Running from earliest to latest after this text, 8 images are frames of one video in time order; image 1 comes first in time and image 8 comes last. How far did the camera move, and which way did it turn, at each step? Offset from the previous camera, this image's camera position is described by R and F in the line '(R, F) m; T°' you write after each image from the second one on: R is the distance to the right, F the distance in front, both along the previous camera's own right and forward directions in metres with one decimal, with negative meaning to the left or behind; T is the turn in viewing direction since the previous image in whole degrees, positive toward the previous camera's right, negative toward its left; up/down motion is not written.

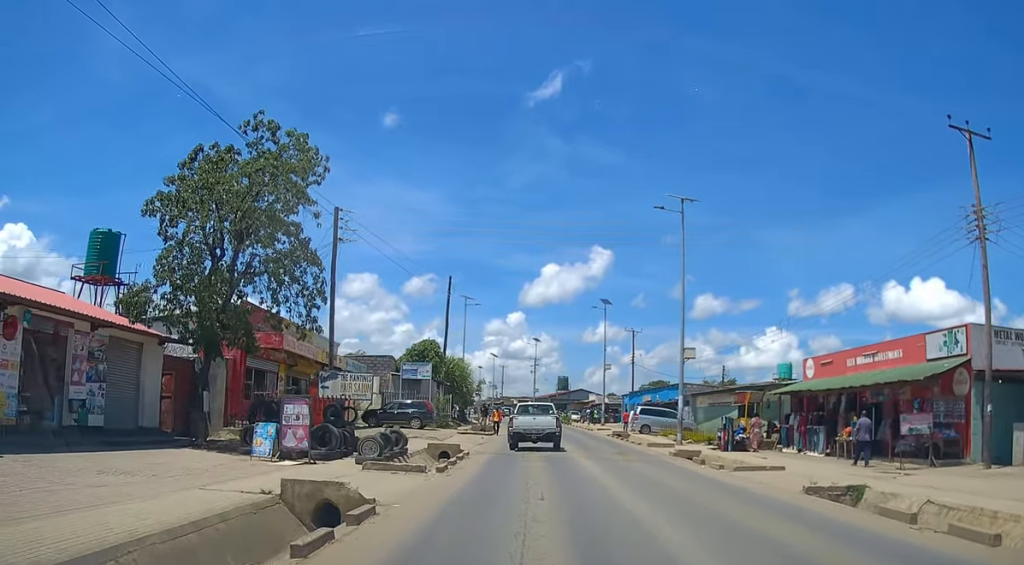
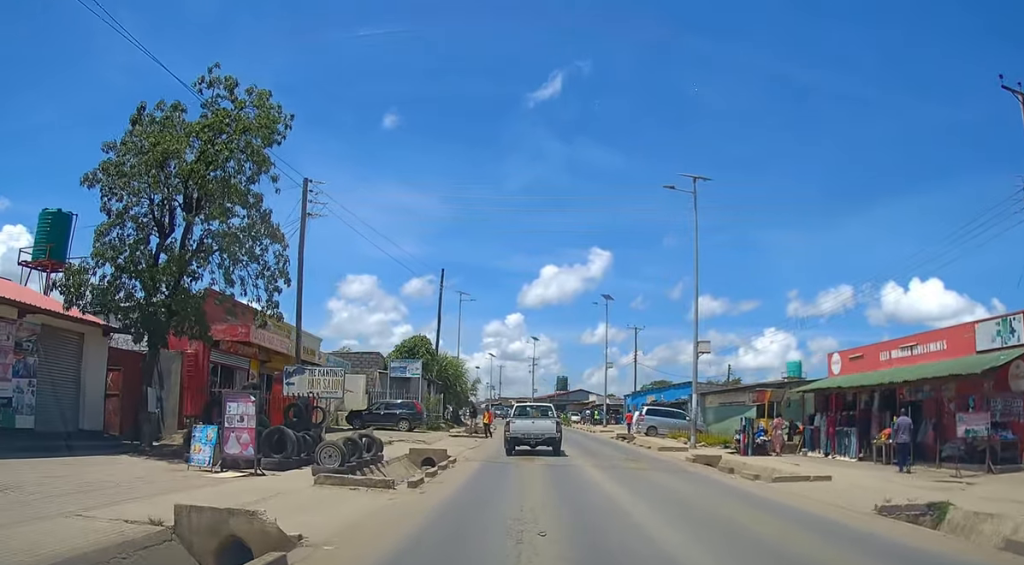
(0.0, +3.3) m; 0°
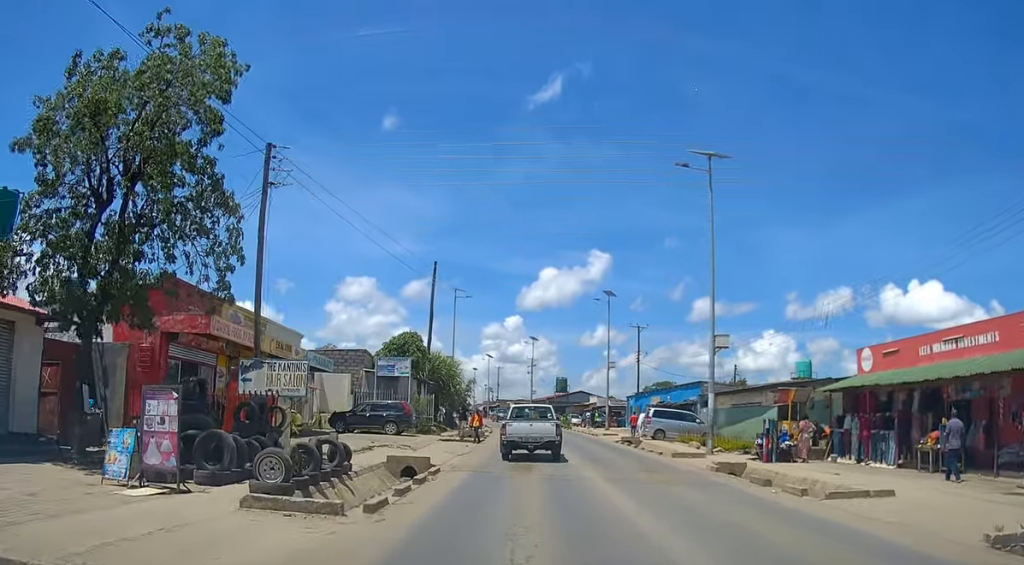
(0.0, +3.3) m; 0°
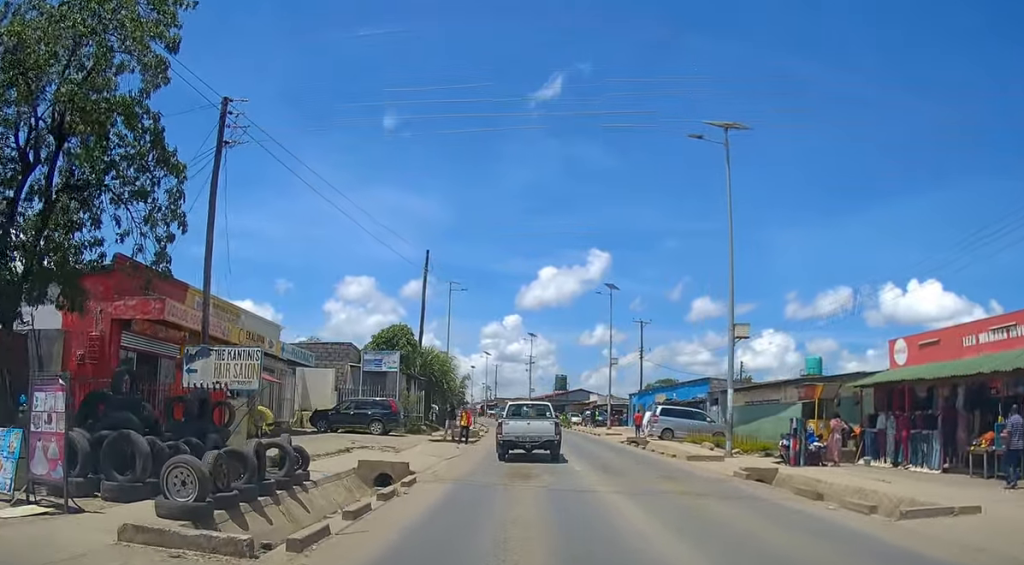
(0.0, +2.9) m; +1°
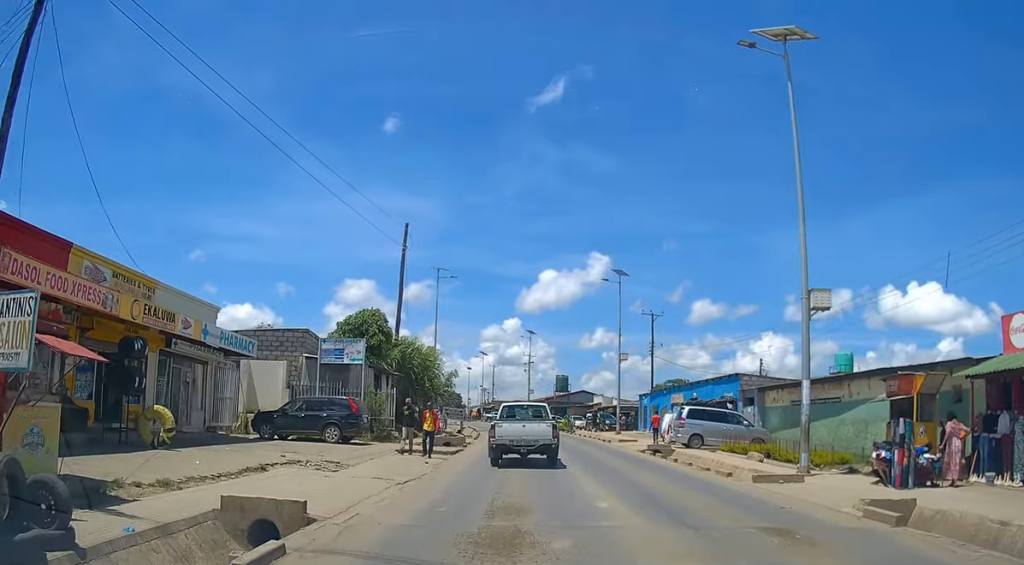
(+0.1, +6.9) m; +2°
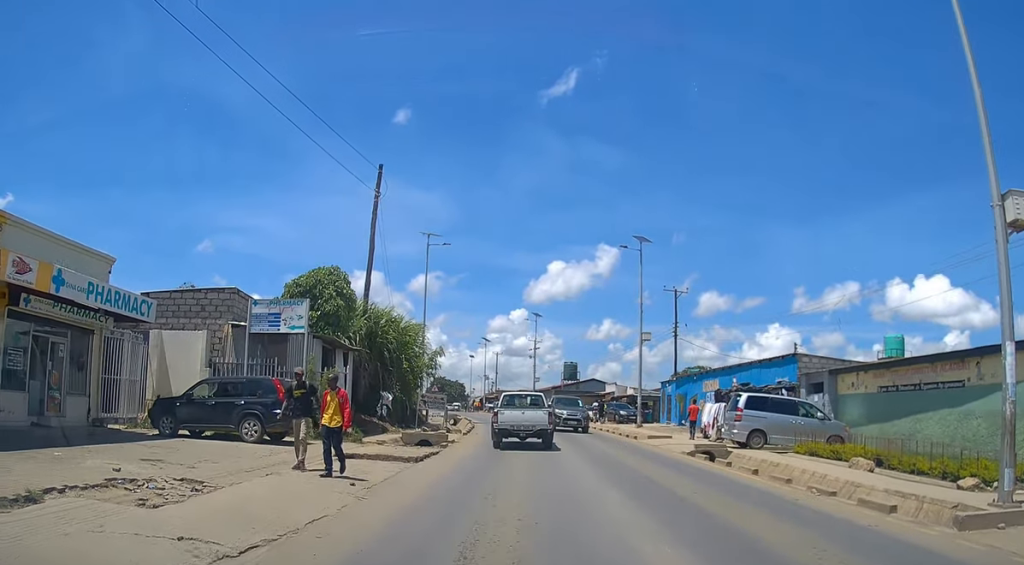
(0.0, +7.9) m; -3°
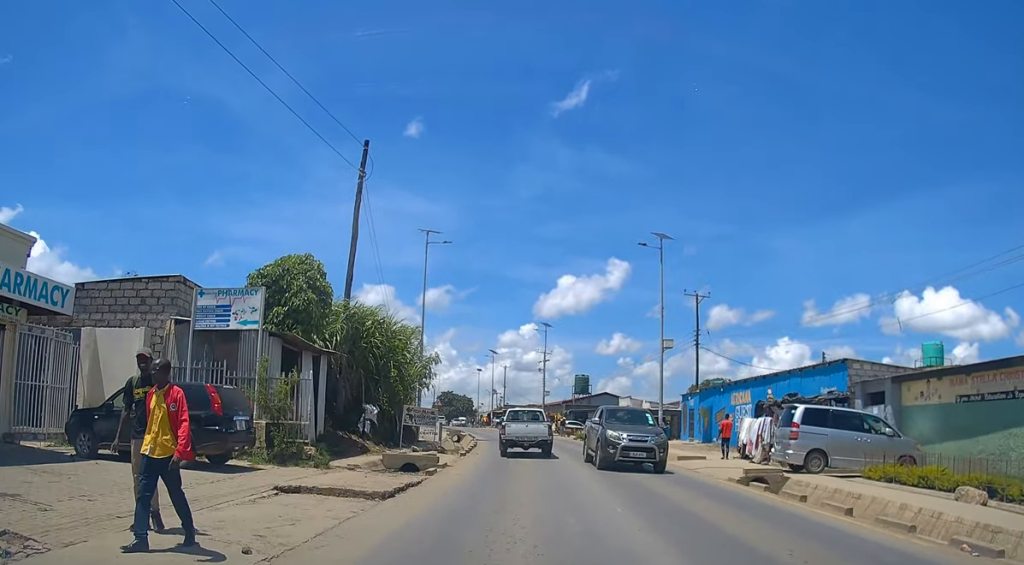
(-0.1, +4.4) m; 0°
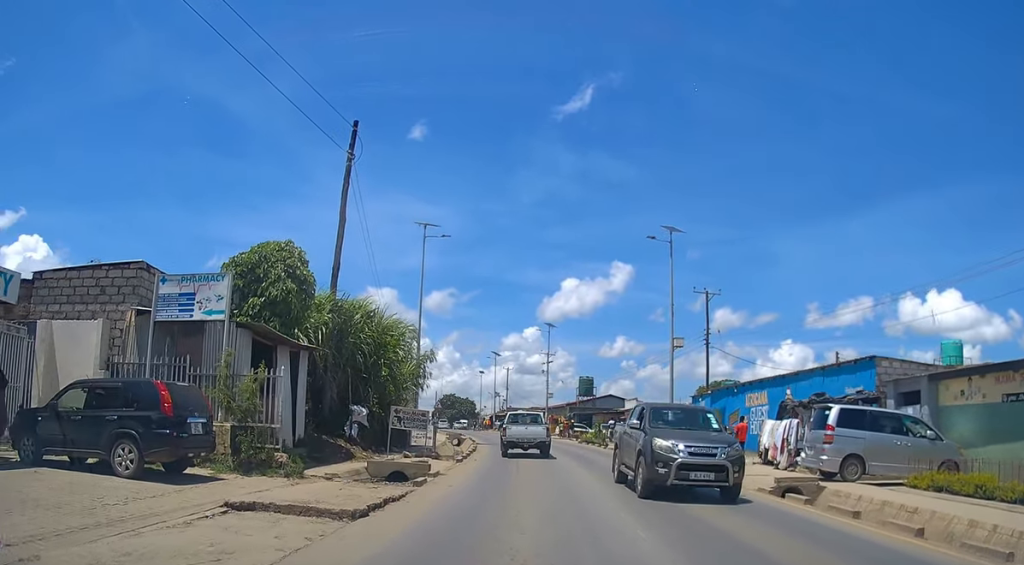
(0.0, +2.0) m; +1°
